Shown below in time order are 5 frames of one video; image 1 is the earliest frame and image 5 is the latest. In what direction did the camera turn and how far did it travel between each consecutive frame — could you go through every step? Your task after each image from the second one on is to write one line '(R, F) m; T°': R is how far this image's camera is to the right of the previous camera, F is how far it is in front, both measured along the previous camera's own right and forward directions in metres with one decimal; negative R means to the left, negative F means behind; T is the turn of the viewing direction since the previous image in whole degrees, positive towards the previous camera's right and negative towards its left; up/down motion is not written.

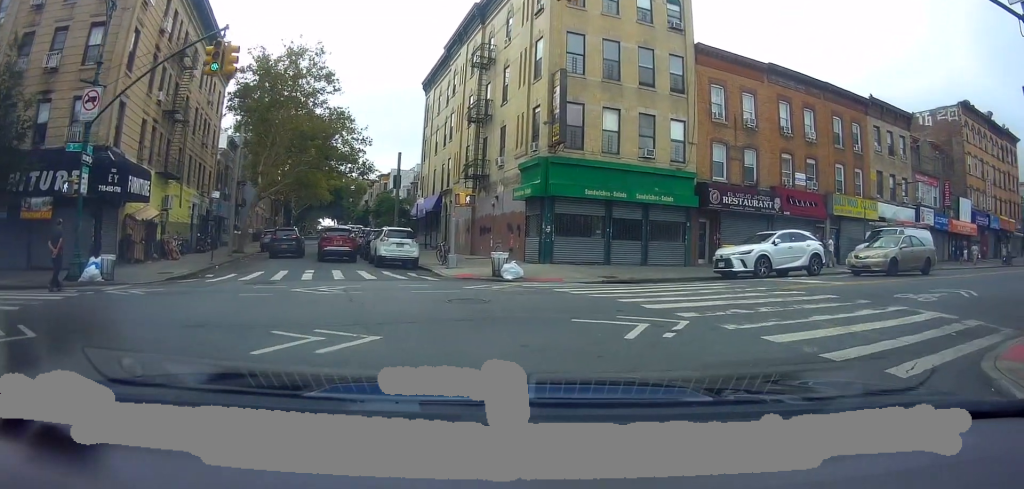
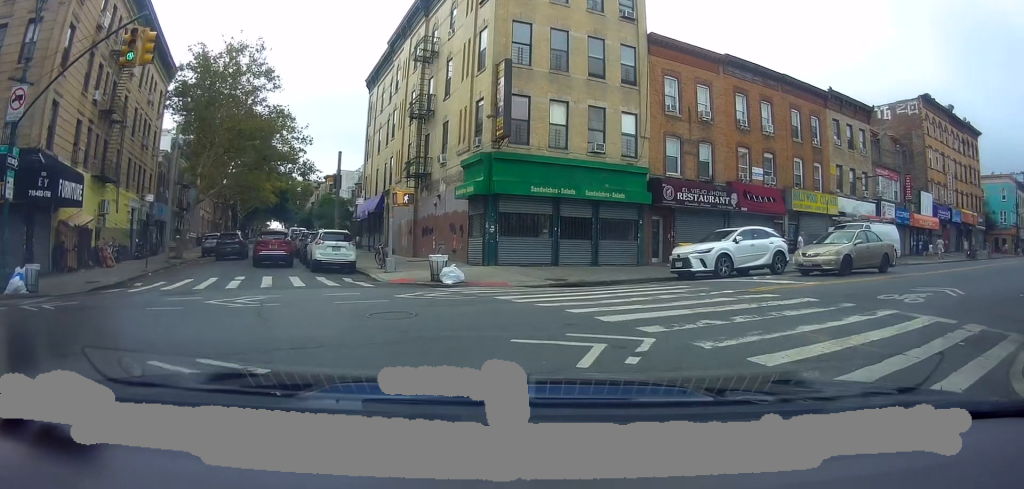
(+0.2, +1.4) m; +7°
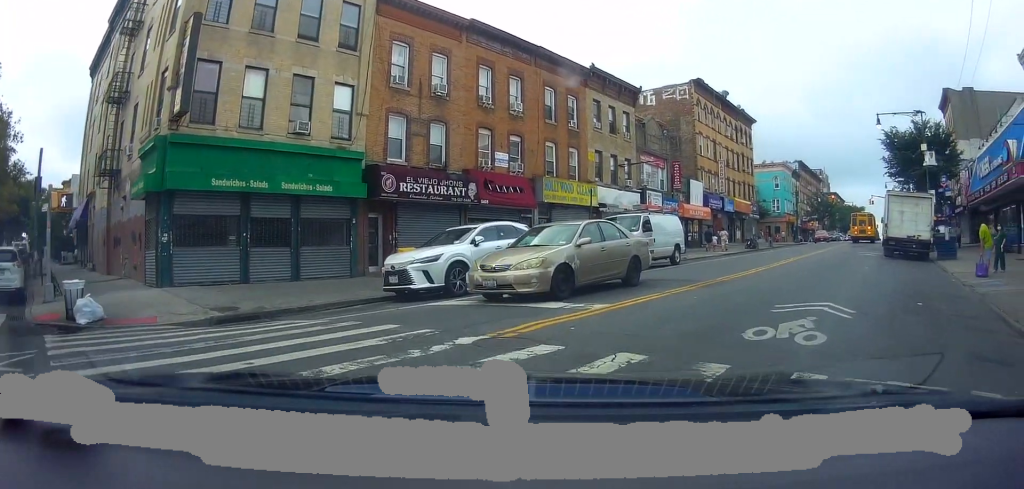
(+1.2, +5.5) m; +20°
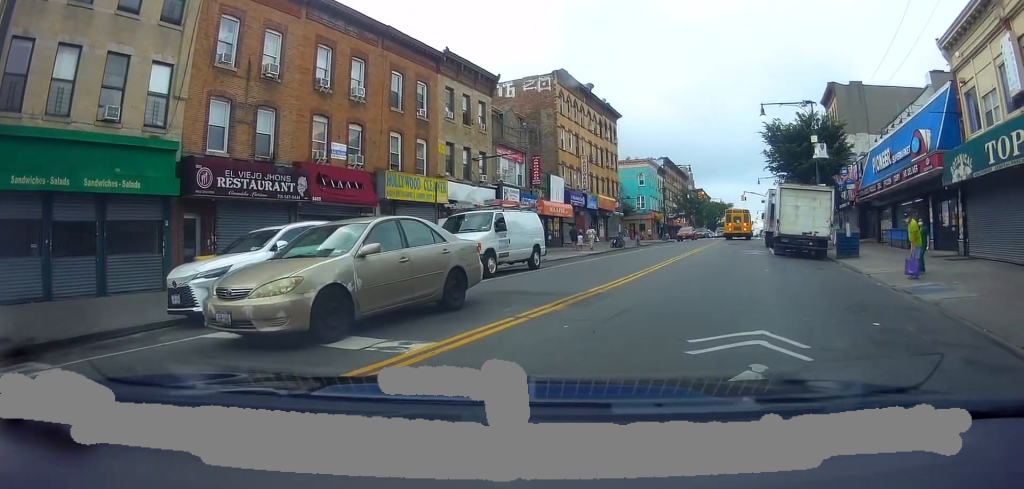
(0.0, +2.9) m; +9°
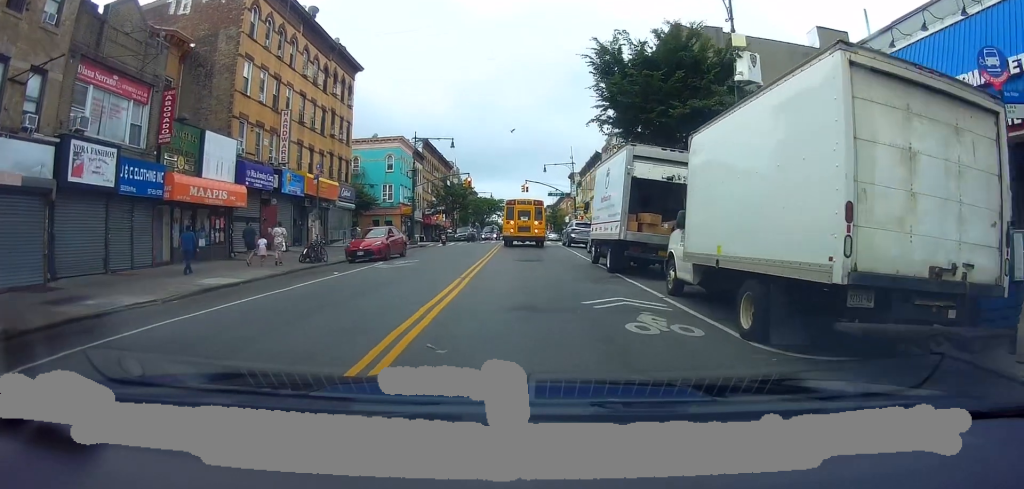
(+6.9, +17.2) m; +25°
